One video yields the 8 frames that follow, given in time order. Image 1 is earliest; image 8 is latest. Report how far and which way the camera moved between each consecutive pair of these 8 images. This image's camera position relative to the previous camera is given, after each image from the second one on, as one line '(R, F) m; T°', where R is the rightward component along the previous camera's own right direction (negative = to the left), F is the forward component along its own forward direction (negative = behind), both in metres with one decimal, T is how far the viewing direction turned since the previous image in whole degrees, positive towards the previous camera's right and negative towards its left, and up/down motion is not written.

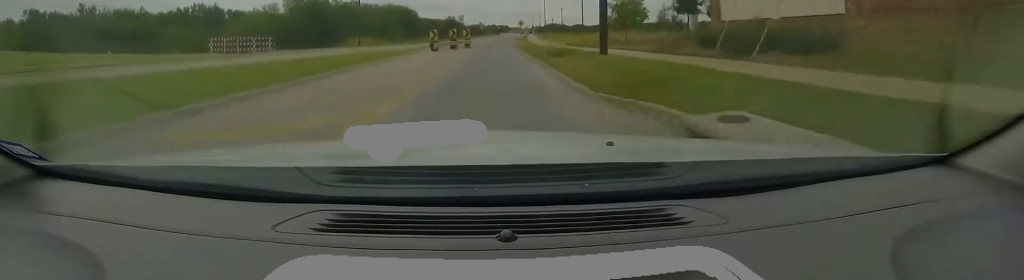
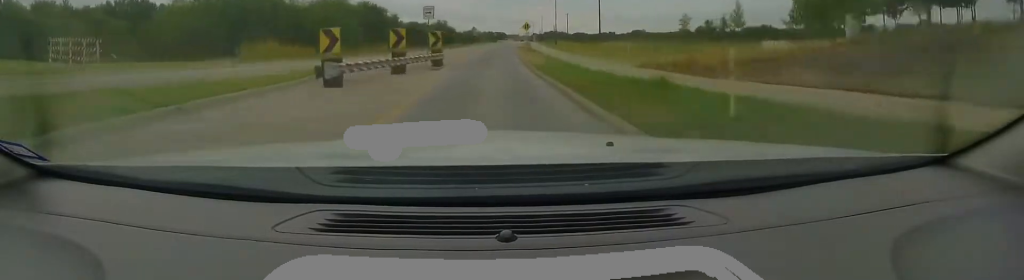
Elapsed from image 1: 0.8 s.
(0.0, +16.6) m; 0°
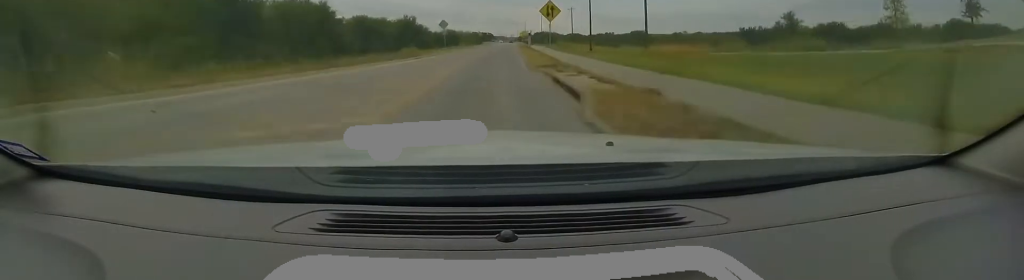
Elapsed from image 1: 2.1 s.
(0.0, +26.9) m; +2°
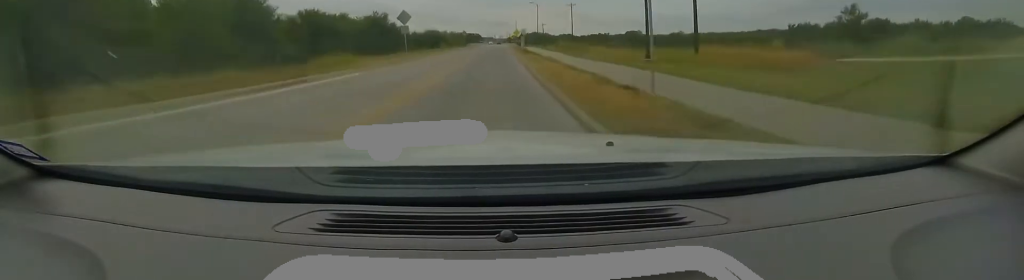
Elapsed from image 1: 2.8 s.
(+0.4, +13.5) m; +2°
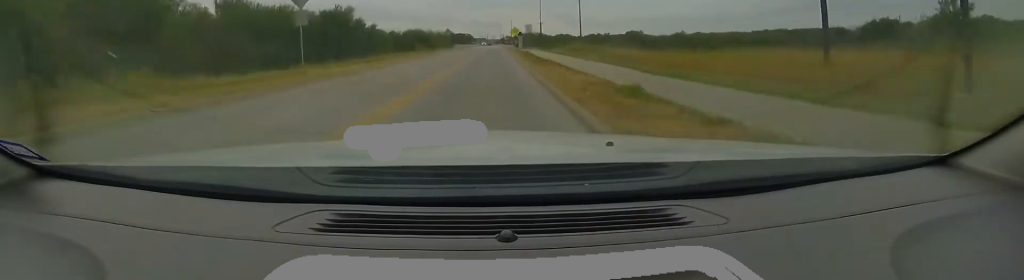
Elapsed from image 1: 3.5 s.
(+0.4, +14.1) m; +2°
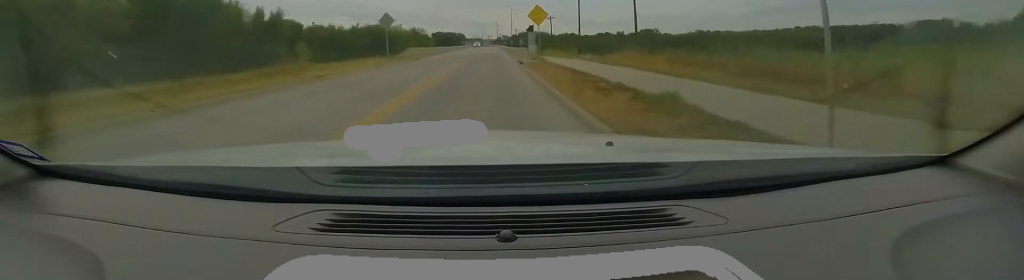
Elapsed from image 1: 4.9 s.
(+0.2, +28.5) m; +1°
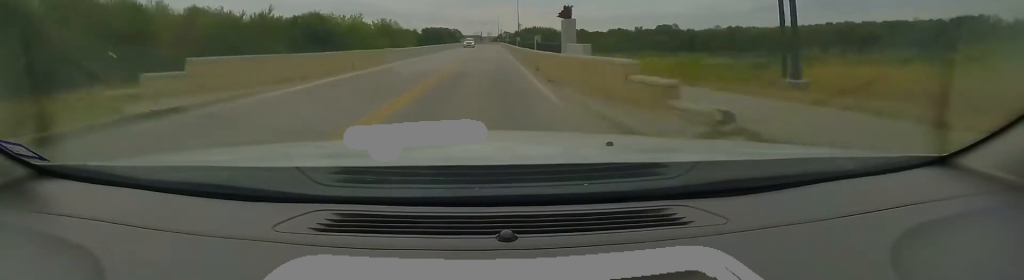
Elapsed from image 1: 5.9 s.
(+0.2, +21.8) m; +1°
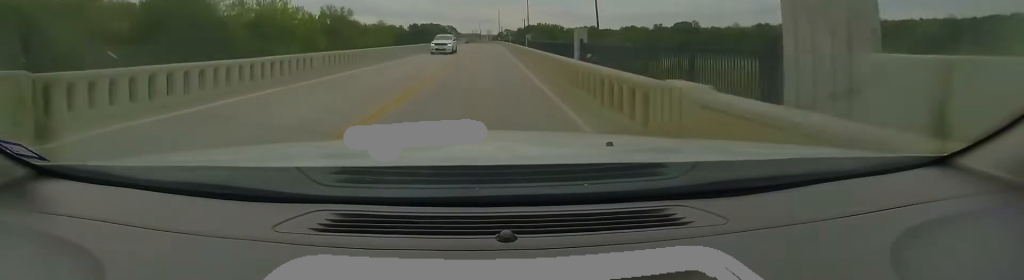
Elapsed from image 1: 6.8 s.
(+0.1, +18.9) m; 0°
